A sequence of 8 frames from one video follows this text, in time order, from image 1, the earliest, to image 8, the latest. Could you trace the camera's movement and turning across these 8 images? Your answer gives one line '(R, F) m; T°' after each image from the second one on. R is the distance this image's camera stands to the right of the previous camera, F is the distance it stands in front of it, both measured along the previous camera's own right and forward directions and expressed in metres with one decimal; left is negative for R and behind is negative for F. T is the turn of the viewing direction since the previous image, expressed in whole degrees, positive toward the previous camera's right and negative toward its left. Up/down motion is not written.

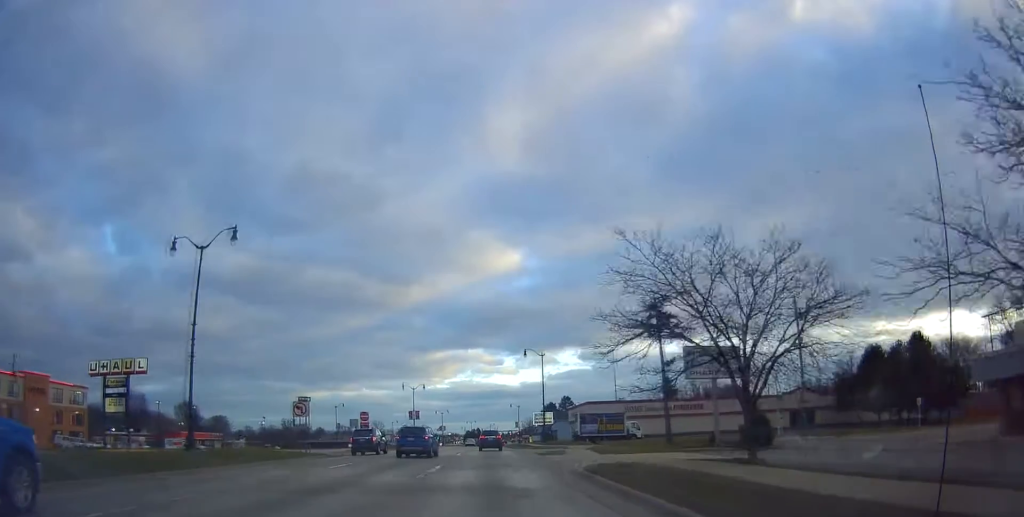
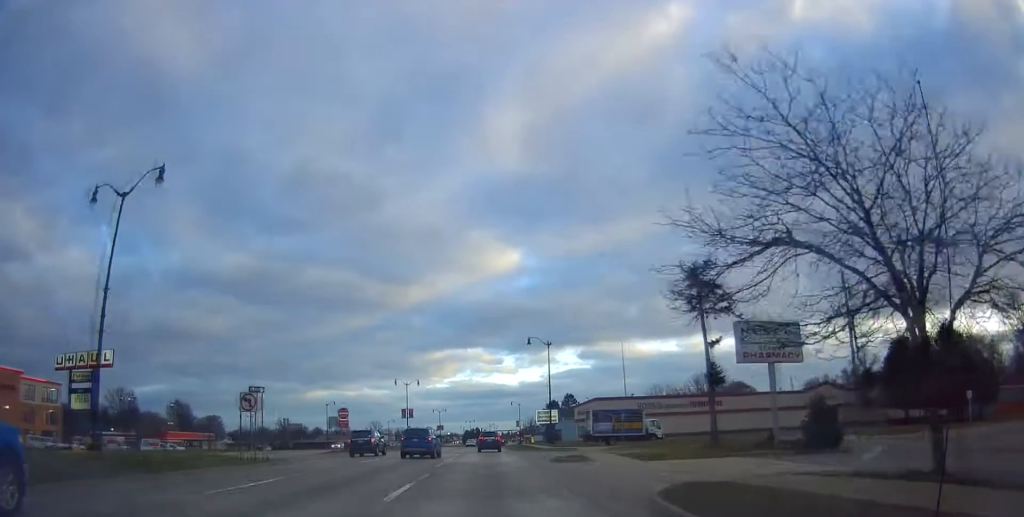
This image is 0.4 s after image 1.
(-0.1, +7.9) m; 0°
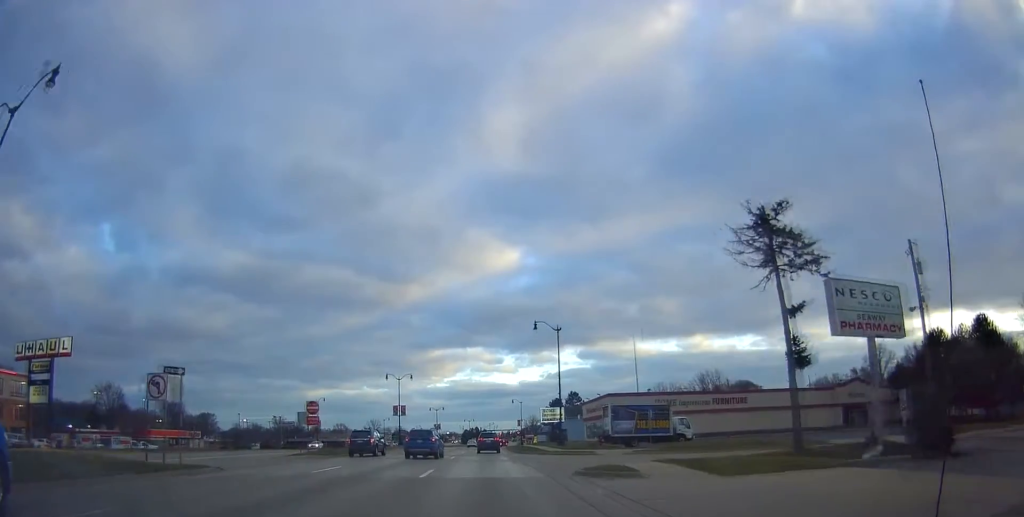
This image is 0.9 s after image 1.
(+0.2, +8.4) m; -1°
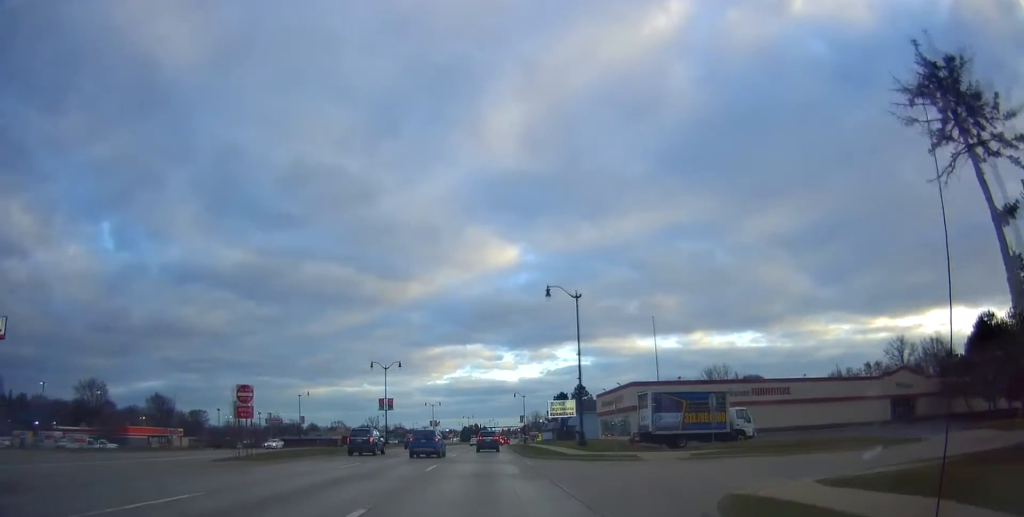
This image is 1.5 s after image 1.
(+0.1, +11.4) m; -1°
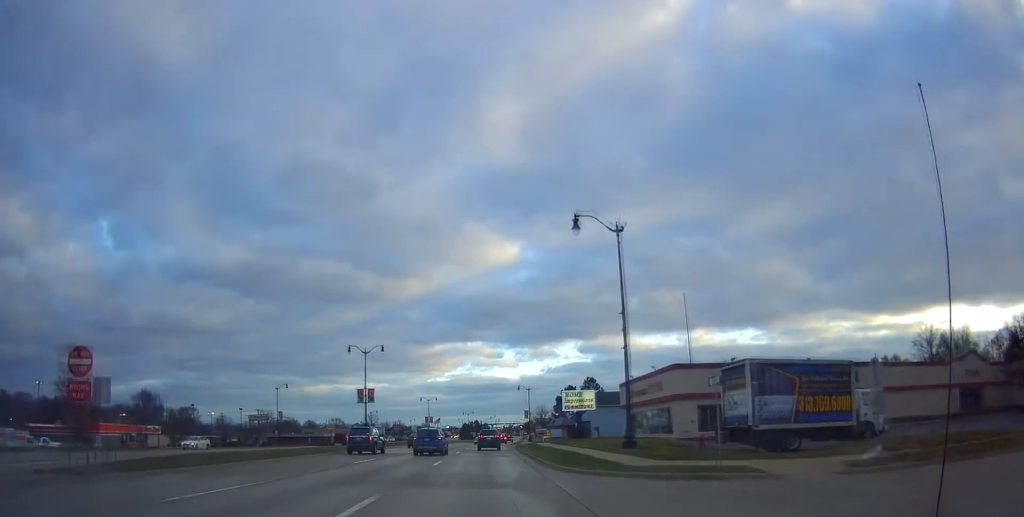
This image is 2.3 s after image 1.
(-0.6, +13.3) m; 0°
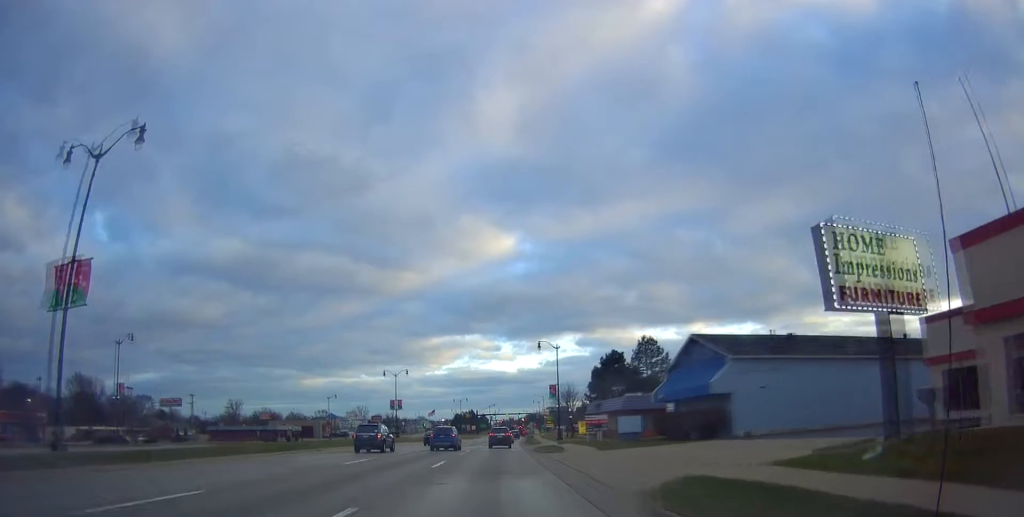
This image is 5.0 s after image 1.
(+0.4, +48.5) m; +1°
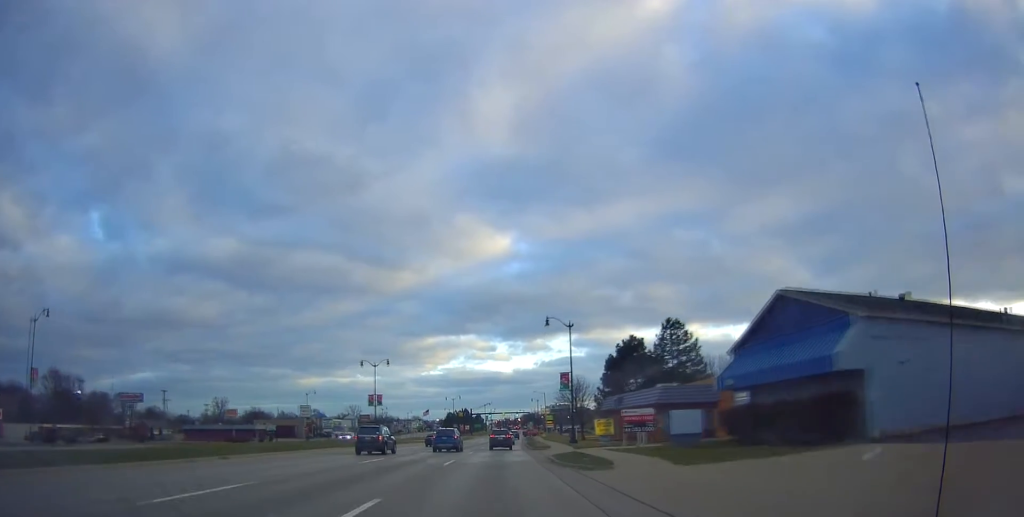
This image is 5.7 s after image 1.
(+0.1, +13.9) m; 0°
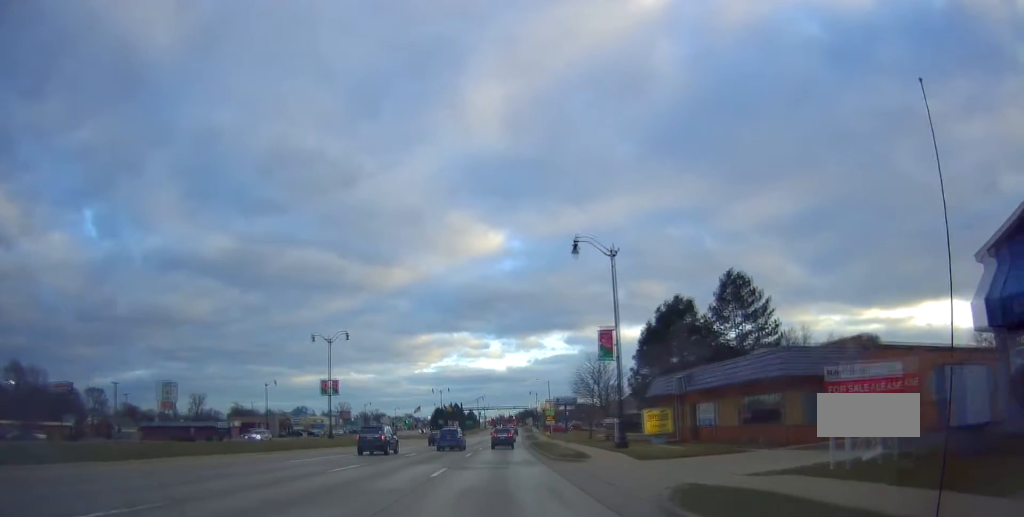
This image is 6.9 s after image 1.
(0.0, +20.5) m; +1°
